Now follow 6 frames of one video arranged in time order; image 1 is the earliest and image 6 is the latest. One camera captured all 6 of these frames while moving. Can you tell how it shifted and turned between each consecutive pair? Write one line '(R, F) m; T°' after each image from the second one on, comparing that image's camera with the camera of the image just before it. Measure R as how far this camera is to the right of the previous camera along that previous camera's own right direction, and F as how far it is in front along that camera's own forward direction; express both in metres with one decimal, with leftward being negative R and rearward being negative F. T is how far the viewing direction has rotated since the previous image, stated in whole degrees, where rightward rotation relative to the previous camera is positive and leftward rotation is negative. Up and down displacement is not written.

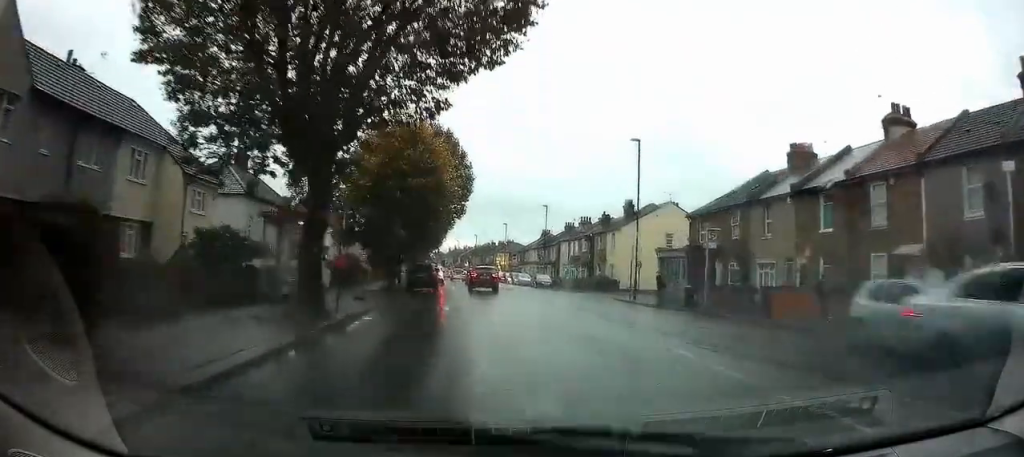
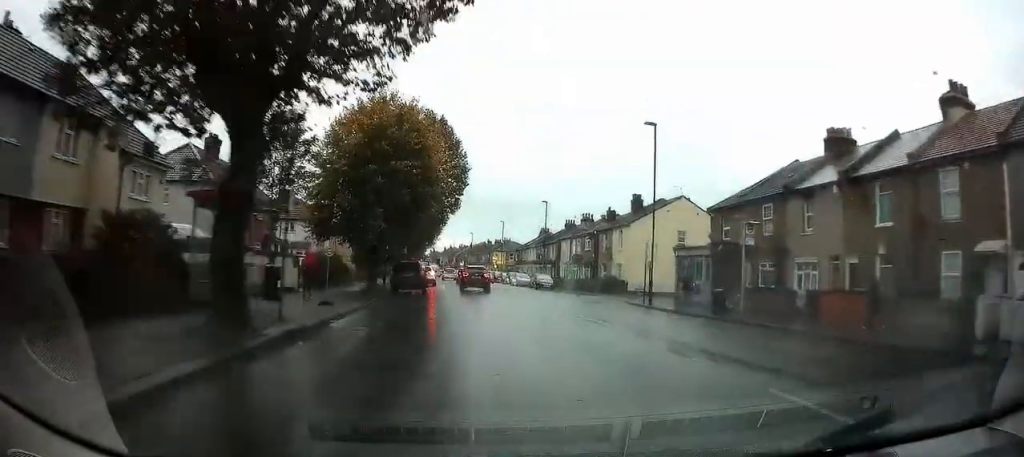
(0.0, +4.4) m; 0°
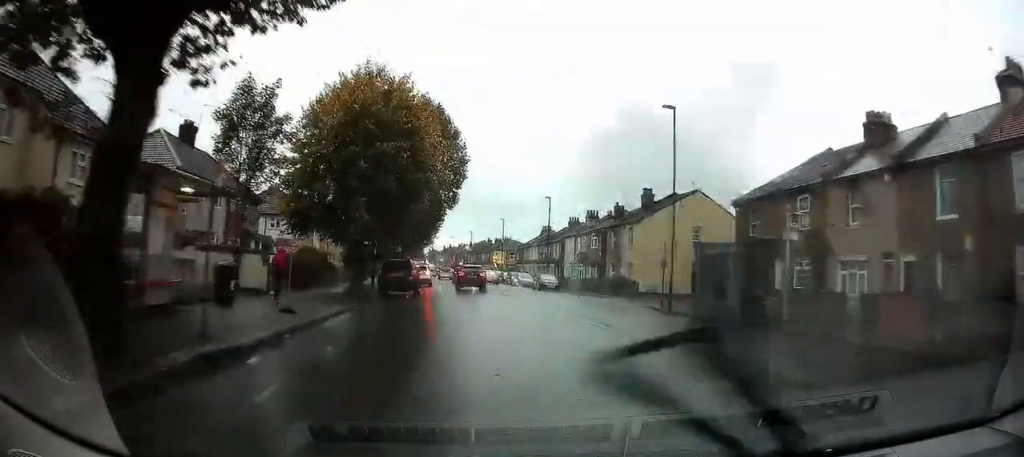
(0.0, +3.5) m; 0°
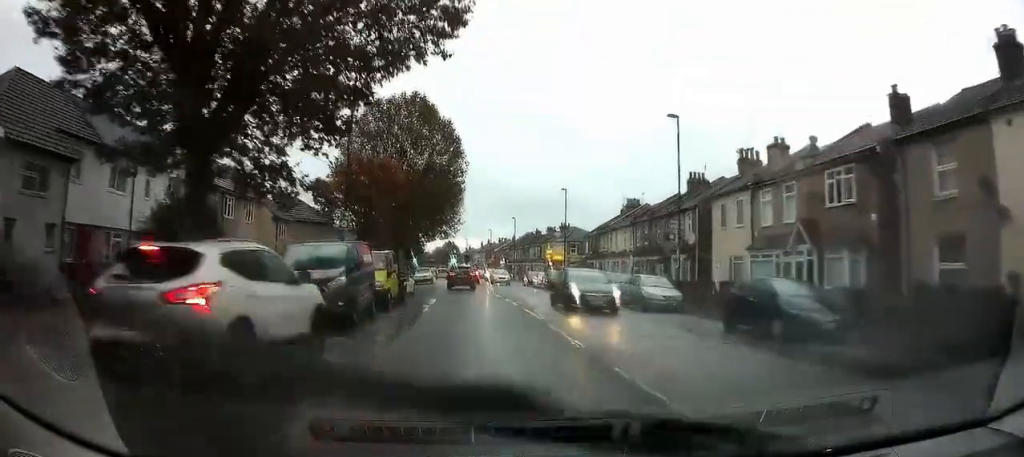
(-0.1, +34.6) m; -1°
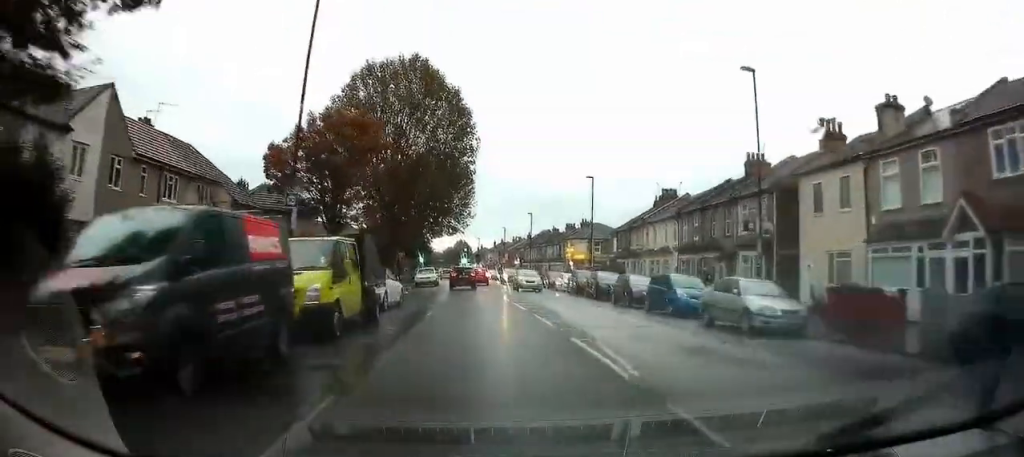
(0.0, +8.3) m; -2°
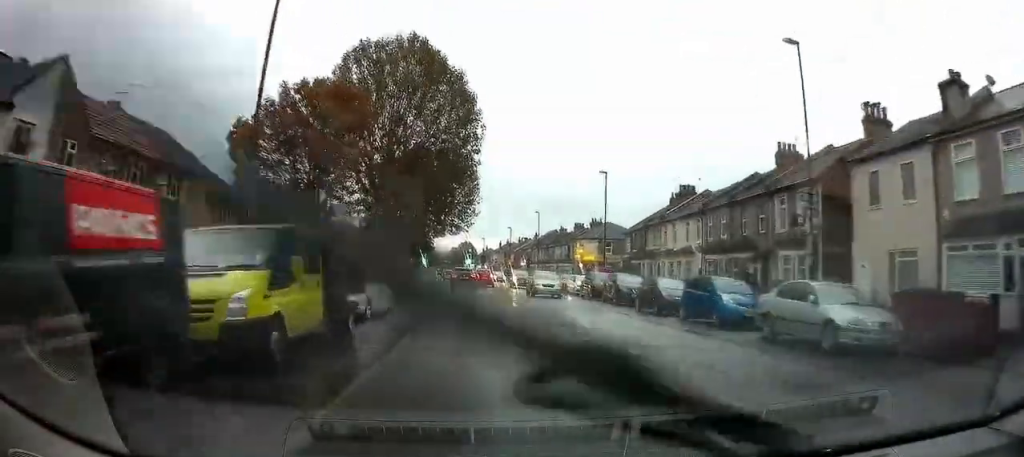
(0.0, +3.5) m; -1°
